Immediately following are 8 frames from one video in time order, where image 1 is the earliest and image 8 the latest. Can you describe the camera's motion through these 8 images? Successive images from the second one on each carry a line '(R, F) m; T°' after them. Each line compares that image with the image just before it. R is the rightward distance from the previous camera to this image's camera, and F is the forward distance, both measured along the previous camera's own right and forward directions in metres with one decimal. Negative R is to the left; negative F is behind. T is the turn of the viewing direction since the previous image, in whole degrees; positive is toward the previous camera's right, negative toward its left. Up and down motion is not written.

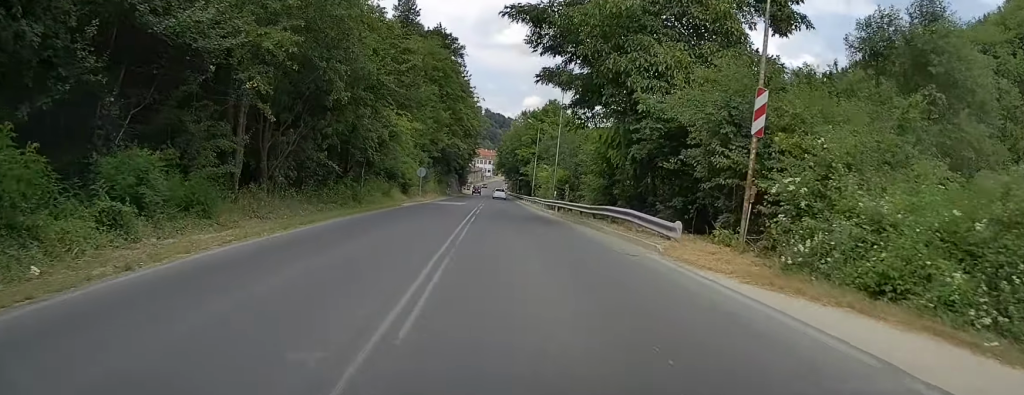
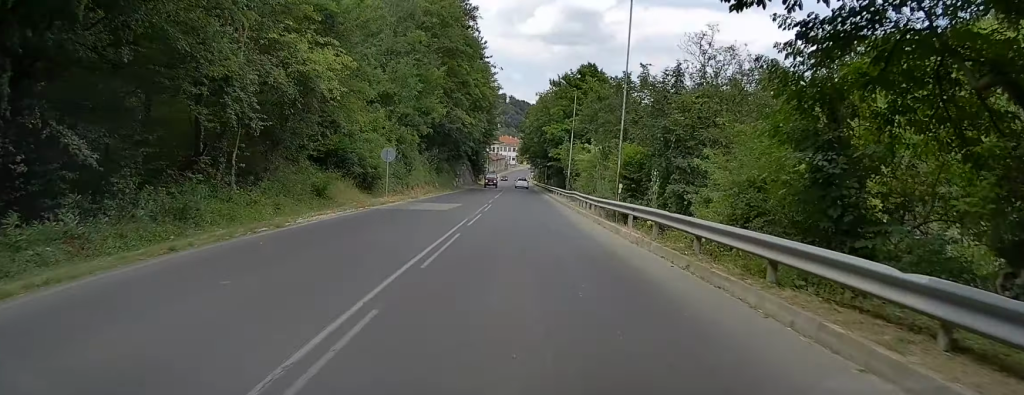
(-0.9, +22.4) m; -3°
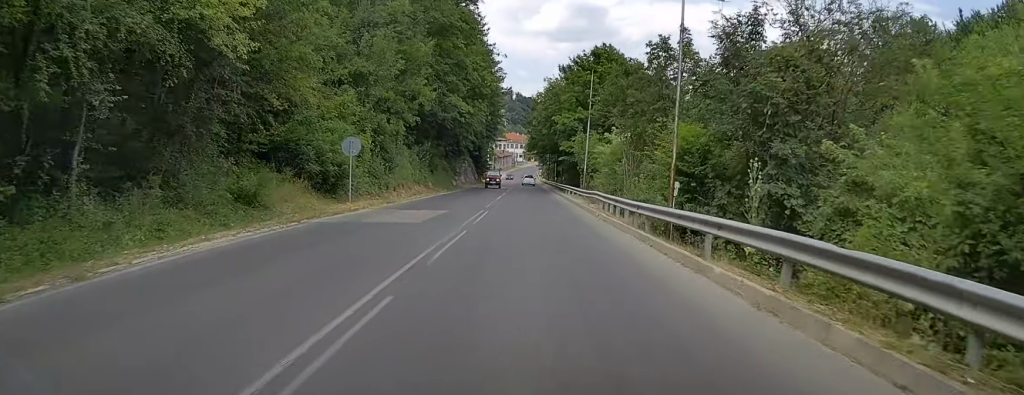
(-0.1, +8.5) m; 0°
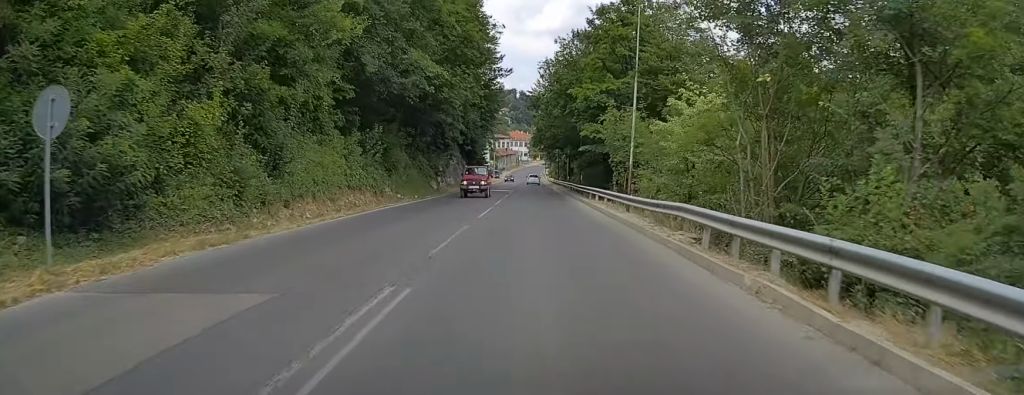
(0.0, +17.6) m; 0°
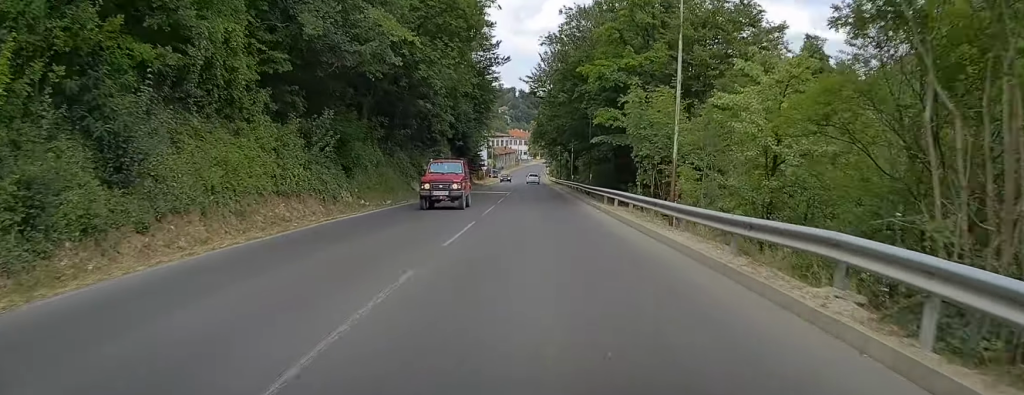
(+0.1, +7.9) m; 0°
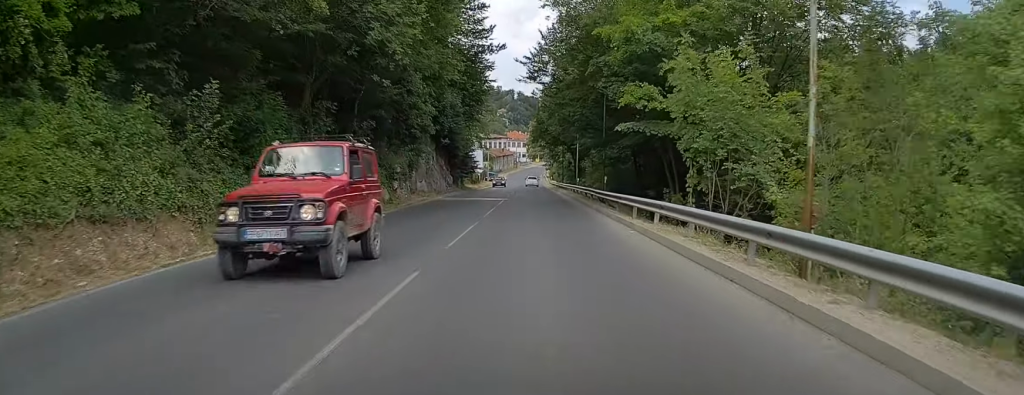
(0.0, +9.0) m; 0°
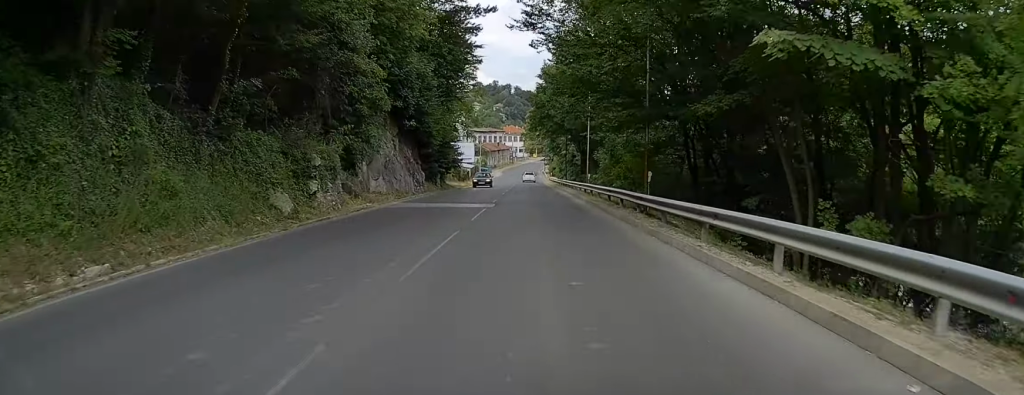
(-0.2, +13.4) m; 0°
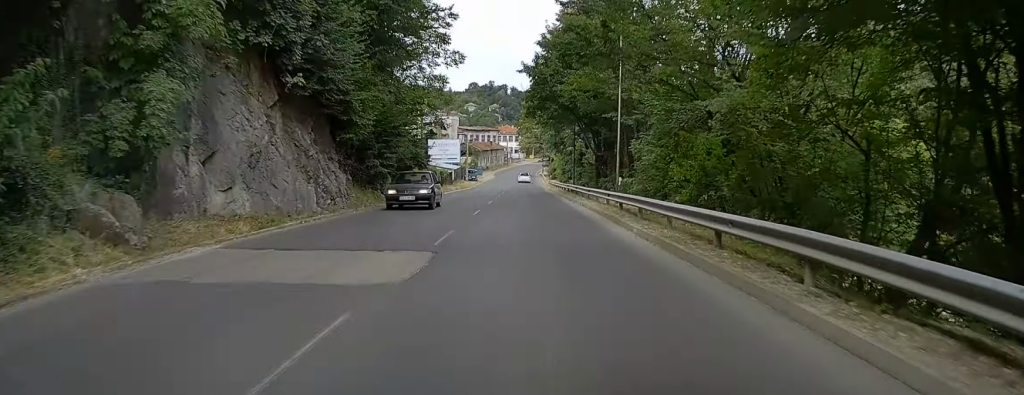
(+0.2, +17.4) m; 0°
